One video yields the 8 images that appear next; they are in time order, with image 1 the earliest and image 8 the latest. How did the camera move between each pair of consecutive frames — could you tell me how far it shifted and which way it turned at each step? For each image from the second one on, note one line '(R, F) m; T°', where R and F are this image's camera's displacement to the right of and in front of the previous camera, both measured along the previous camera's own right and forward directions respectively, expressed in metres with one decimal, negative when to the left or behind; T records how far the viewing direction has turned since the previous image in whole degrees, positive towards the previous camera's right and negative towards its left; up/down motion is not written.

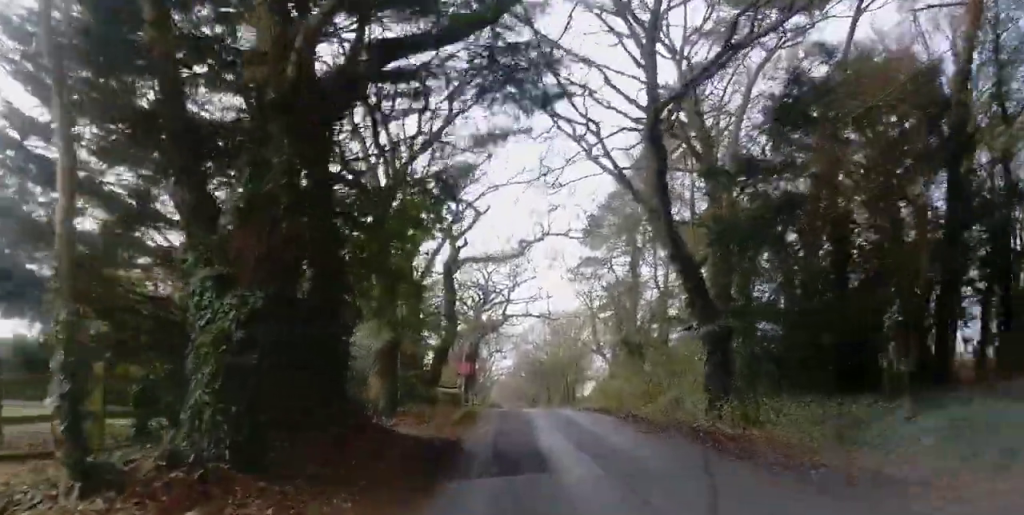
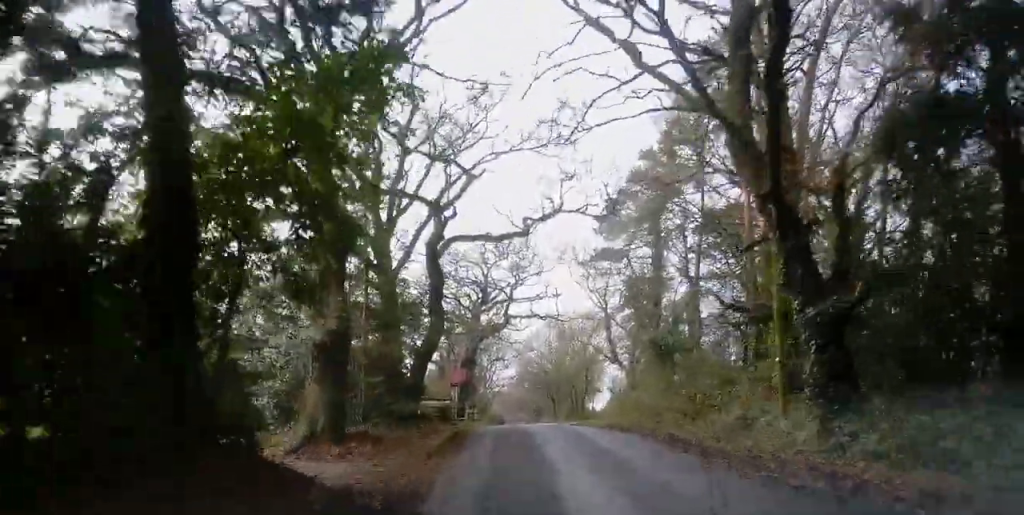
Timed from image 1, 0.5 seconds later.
(+0.3, +7.2) m; -1°
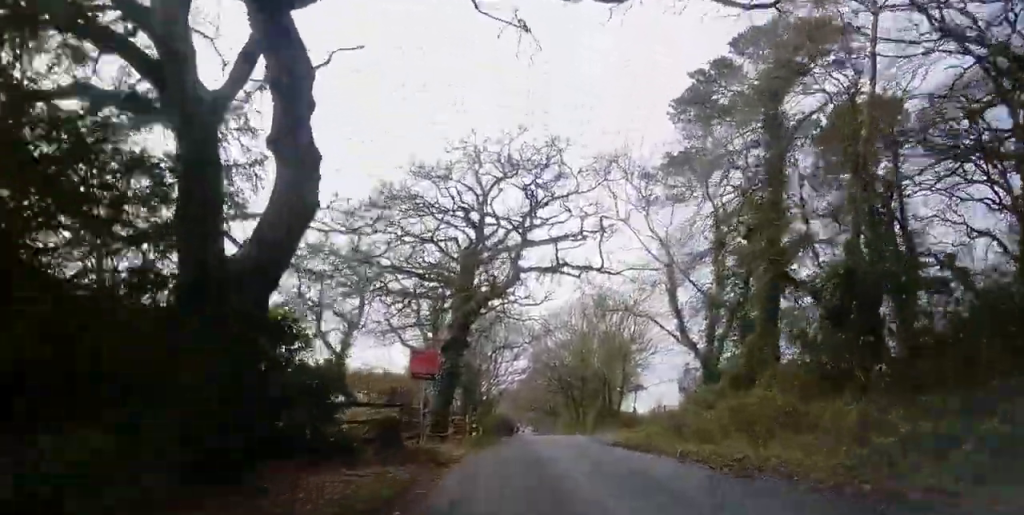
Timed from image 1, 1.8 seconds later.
(-1.0, +17.6) m; -5°
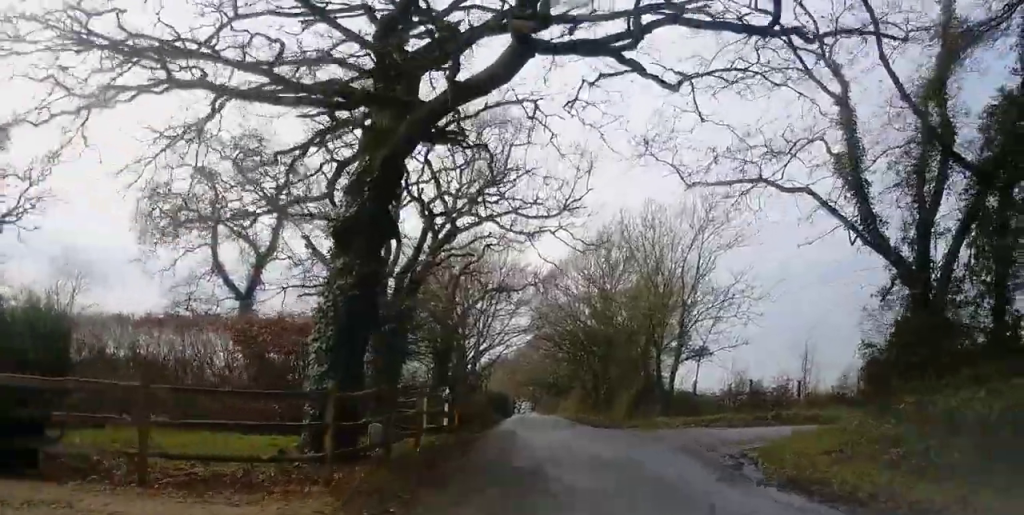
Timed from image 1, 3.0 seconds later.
(0.0, +17.5) m; 0°
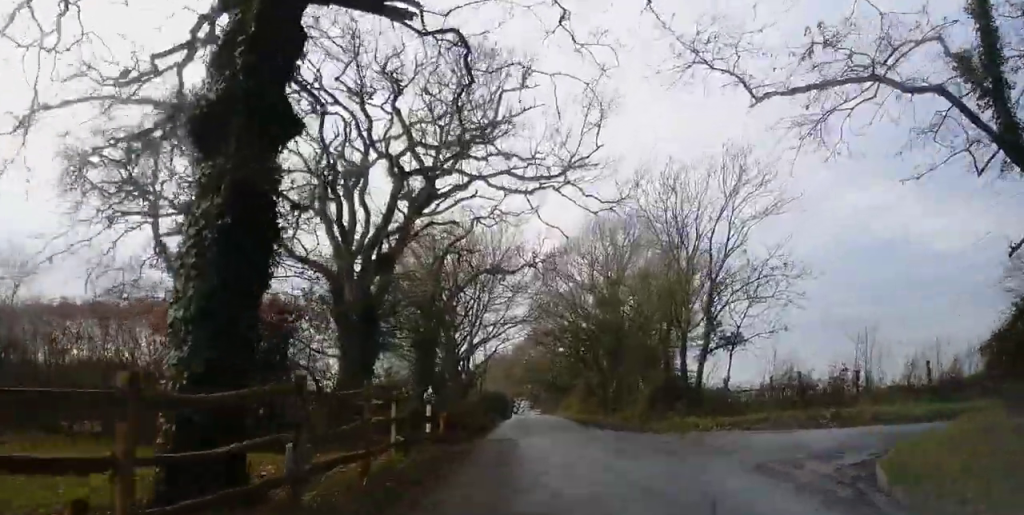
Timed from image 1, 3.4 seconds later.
(0.0, +5.7) m; 0°
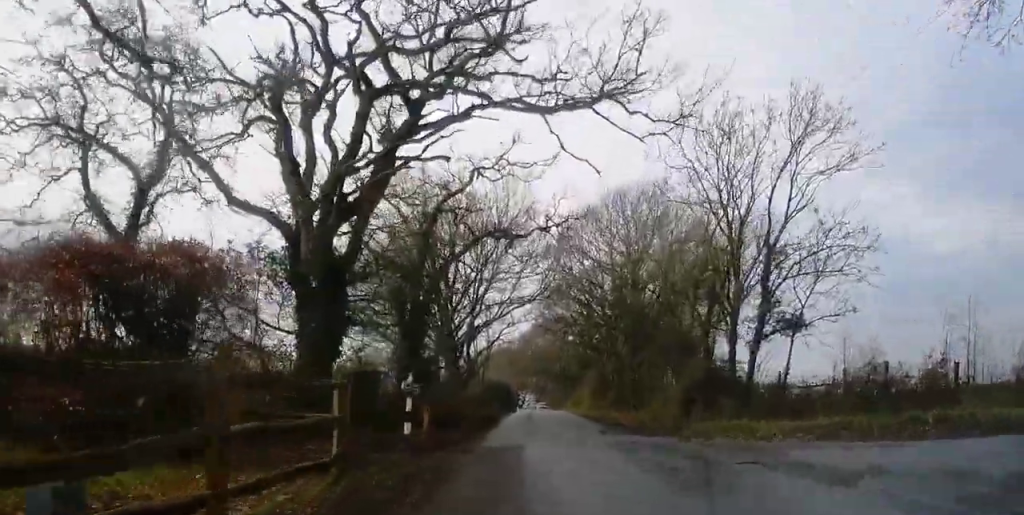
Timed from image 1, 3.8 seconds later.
(0.0, +5.6) m; 0°
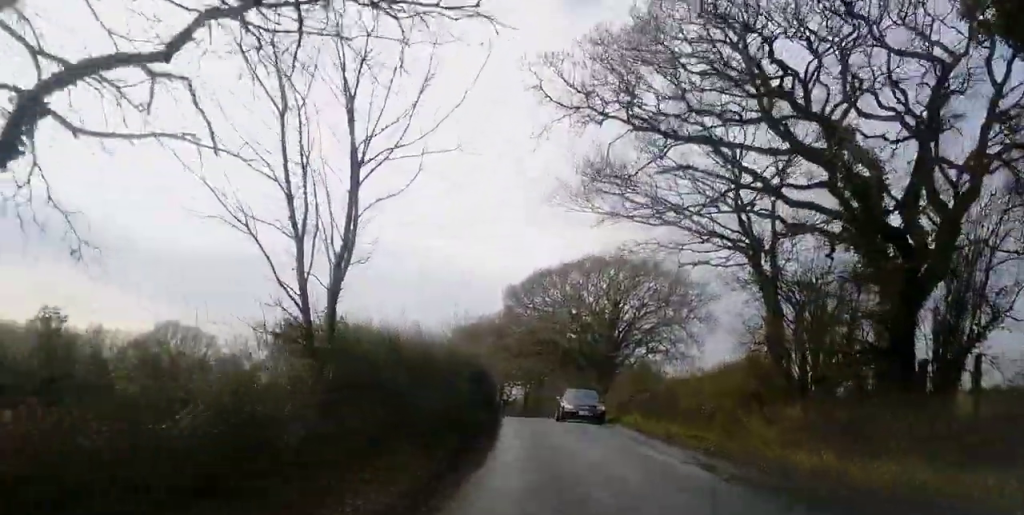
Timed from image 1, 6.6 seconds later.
(0.0, +38.9) m; +2°
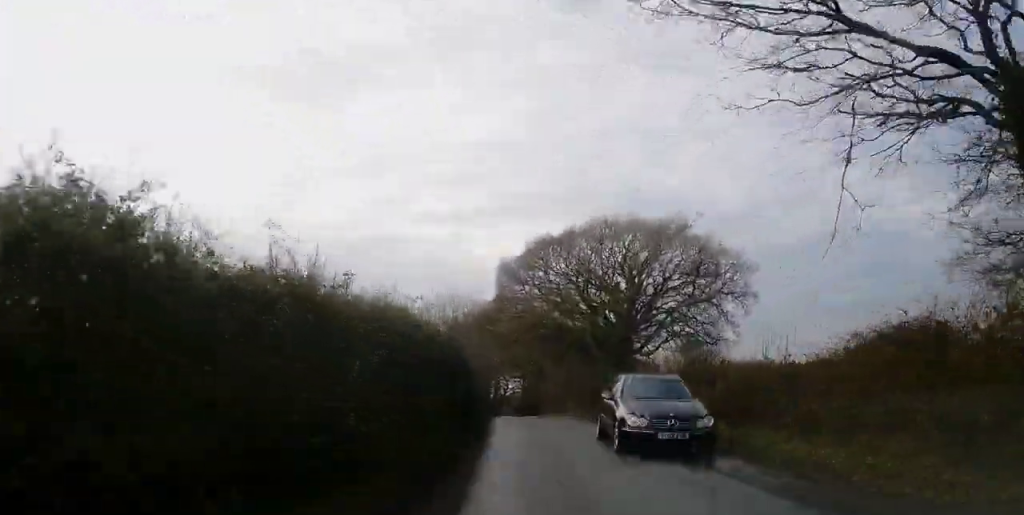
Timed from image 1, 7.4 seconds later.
(+0.3, +10.2) m; +2°
